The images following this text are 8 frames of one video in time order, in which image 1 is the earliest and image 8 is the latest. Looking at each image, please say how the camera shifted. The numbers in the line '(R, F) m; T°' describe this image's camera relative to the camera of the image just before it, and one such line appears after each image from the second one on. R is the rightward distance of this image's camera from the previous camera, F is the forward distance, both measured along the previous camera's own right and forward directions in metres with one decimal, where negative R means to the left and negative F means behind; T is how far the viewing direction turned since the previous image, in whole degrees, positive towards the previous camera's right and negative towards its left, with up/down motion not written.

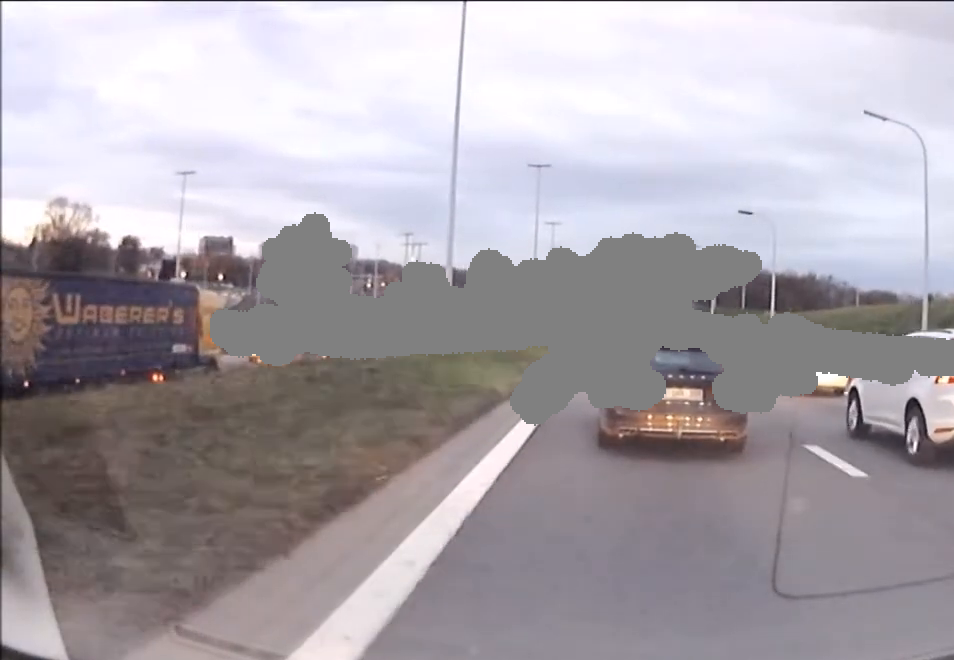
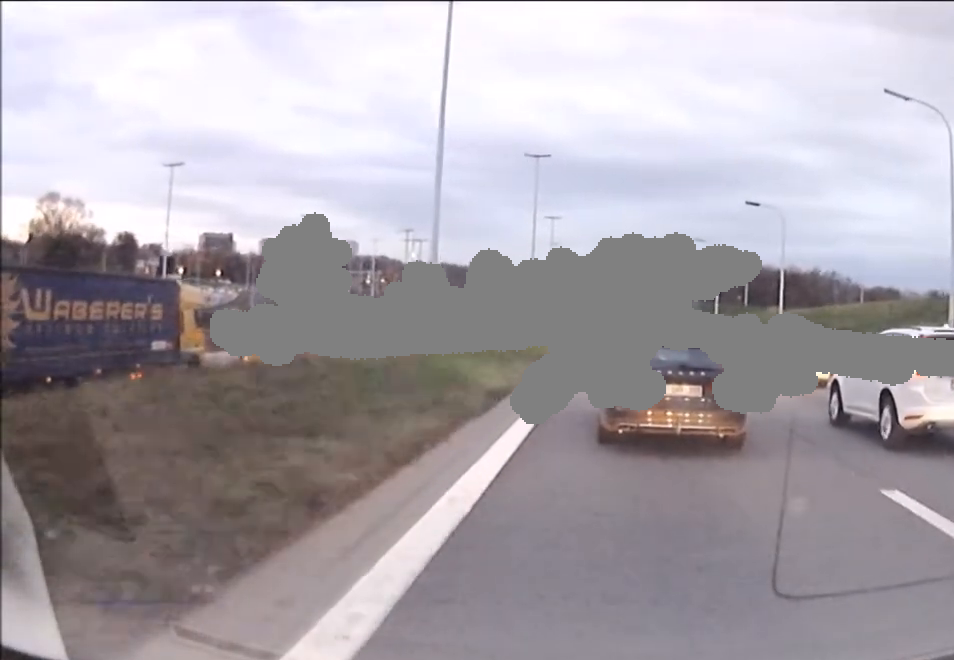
(0.0, +3.3) m; 0°
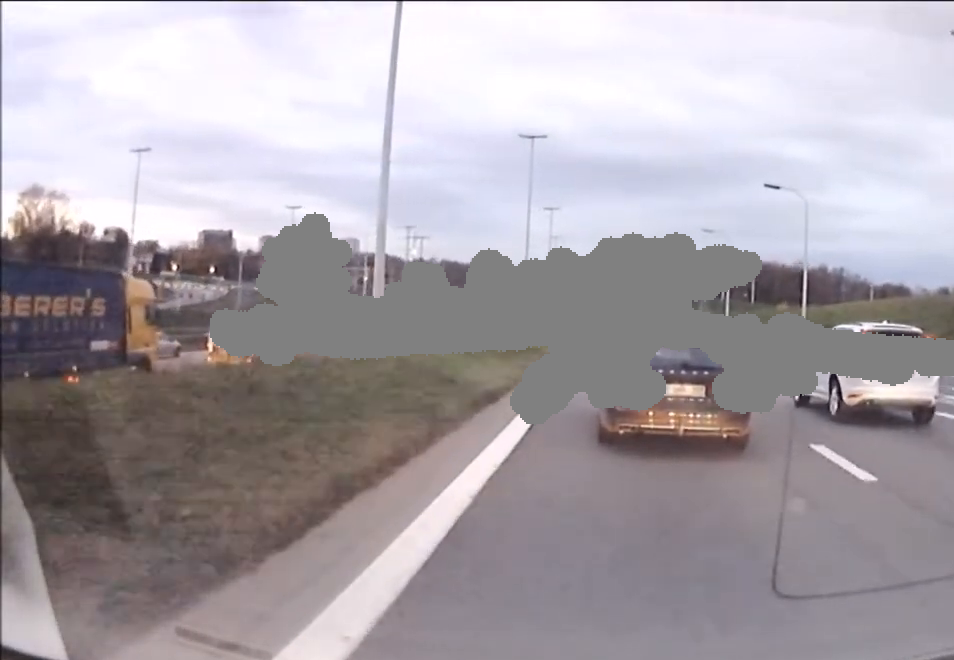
(+0.1, +9.7) m; 0°
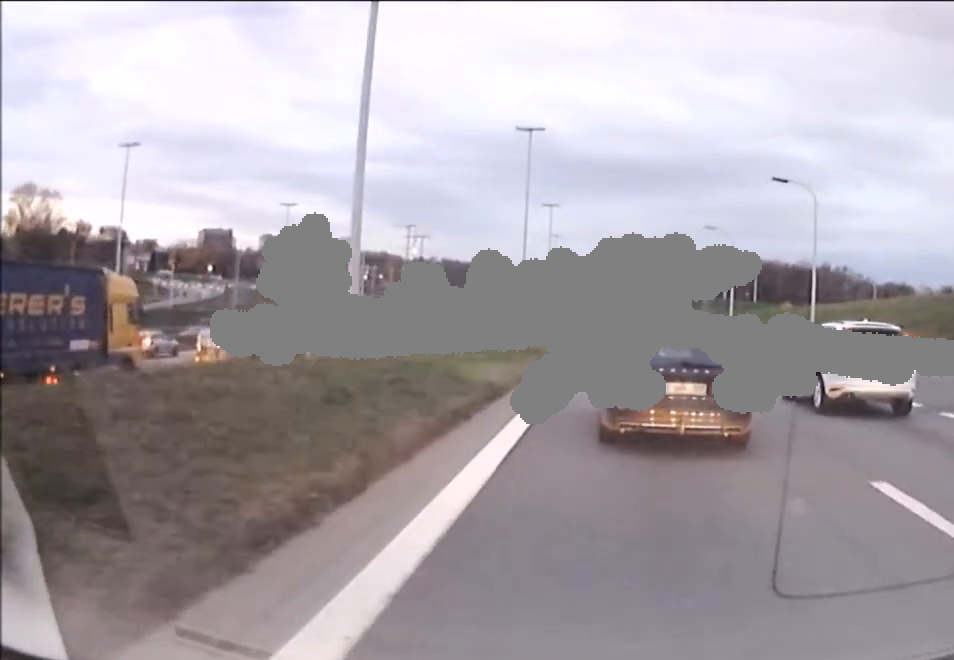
(0.0, +3.1) m; -1°
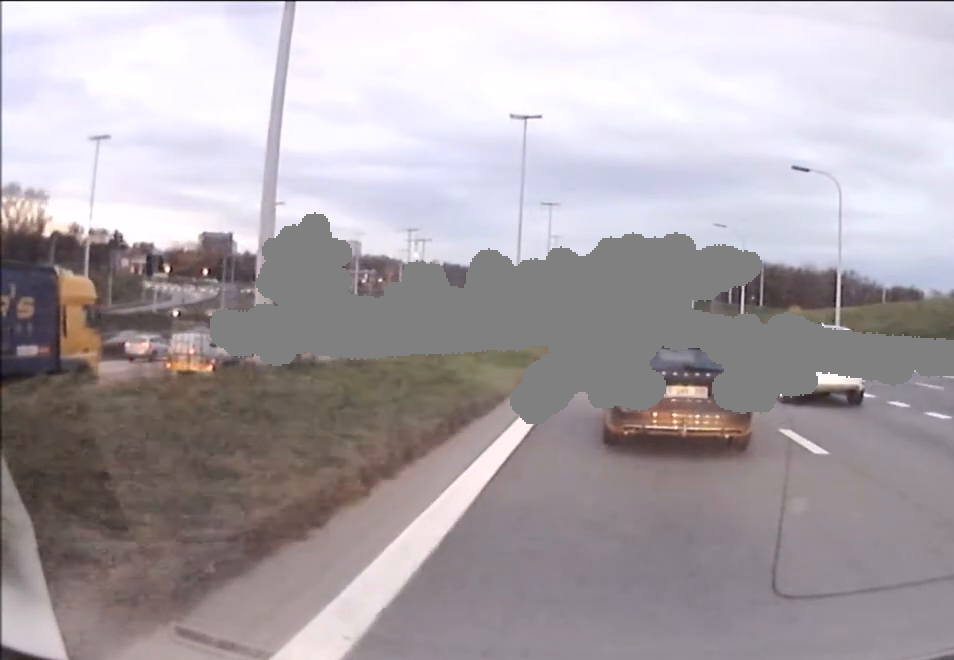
(-0.1, +6.8) m; 0°
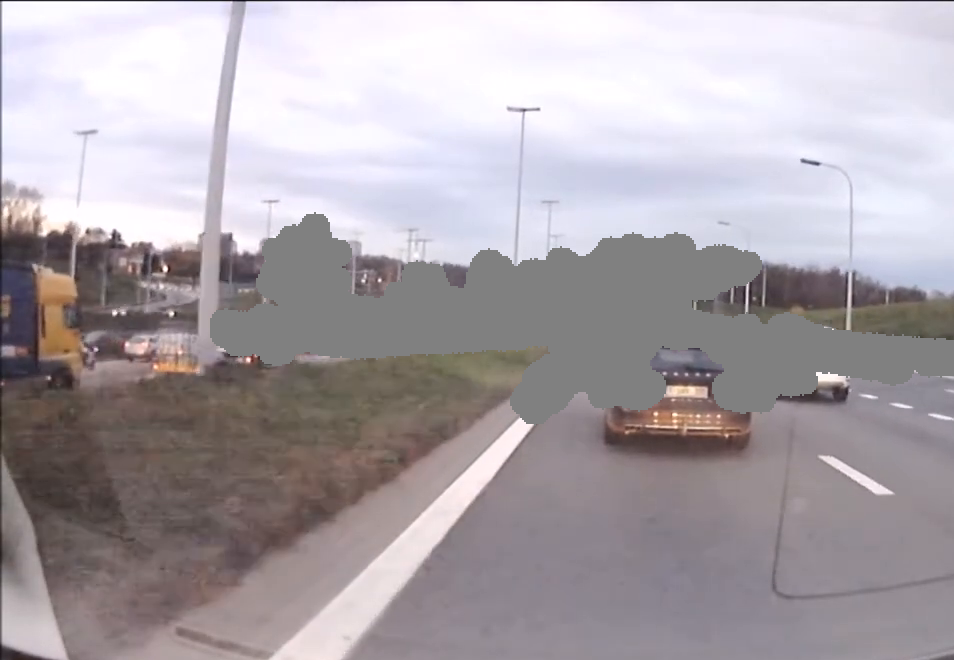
(0.0, +2.5) m; 0°
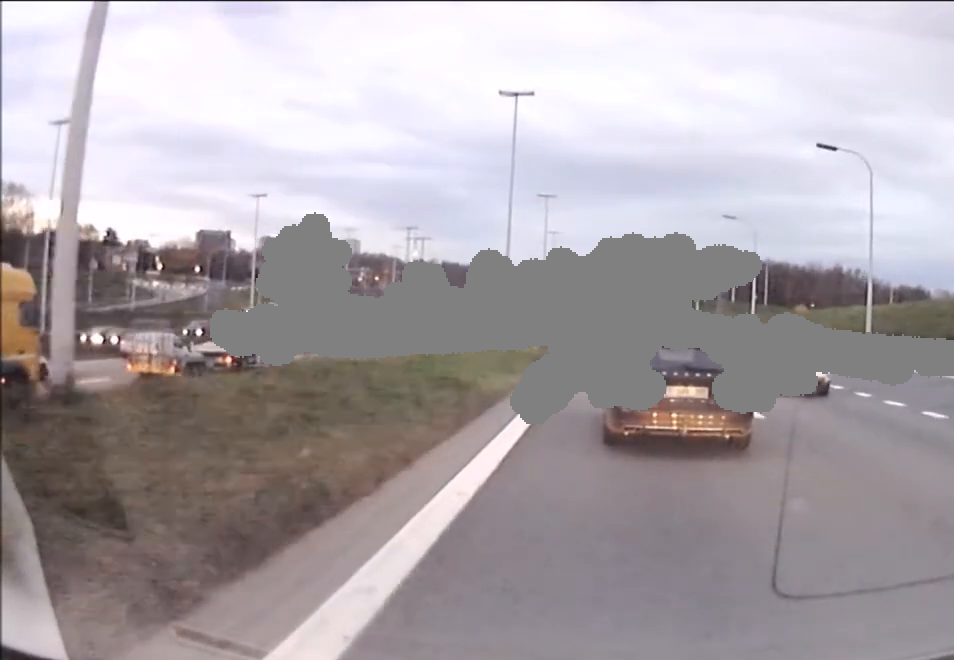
(0.0, +4.3) m; 0°
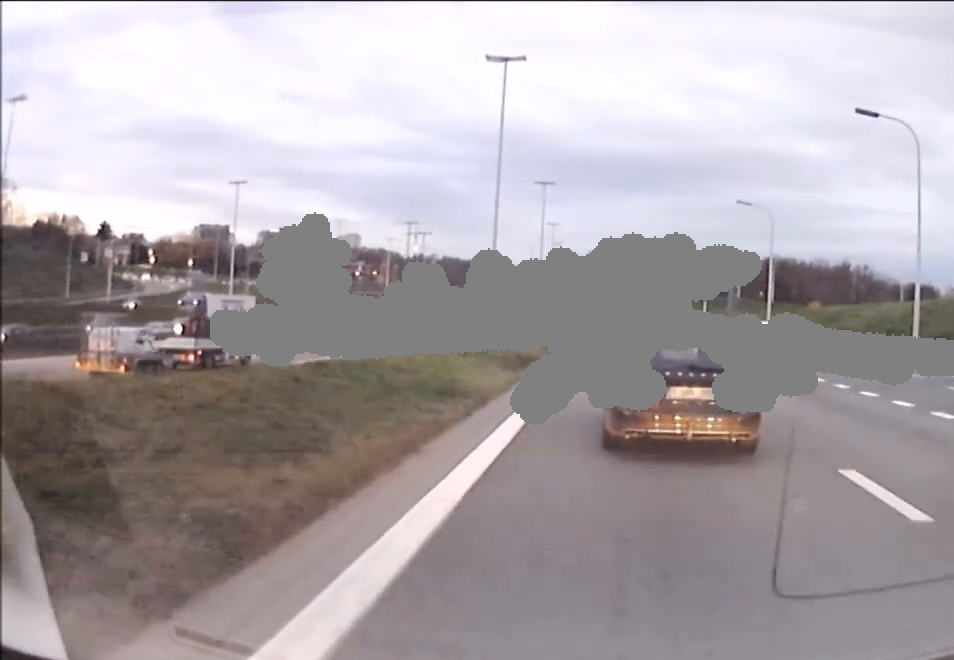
(-0.1, +8.5) m; -1°
